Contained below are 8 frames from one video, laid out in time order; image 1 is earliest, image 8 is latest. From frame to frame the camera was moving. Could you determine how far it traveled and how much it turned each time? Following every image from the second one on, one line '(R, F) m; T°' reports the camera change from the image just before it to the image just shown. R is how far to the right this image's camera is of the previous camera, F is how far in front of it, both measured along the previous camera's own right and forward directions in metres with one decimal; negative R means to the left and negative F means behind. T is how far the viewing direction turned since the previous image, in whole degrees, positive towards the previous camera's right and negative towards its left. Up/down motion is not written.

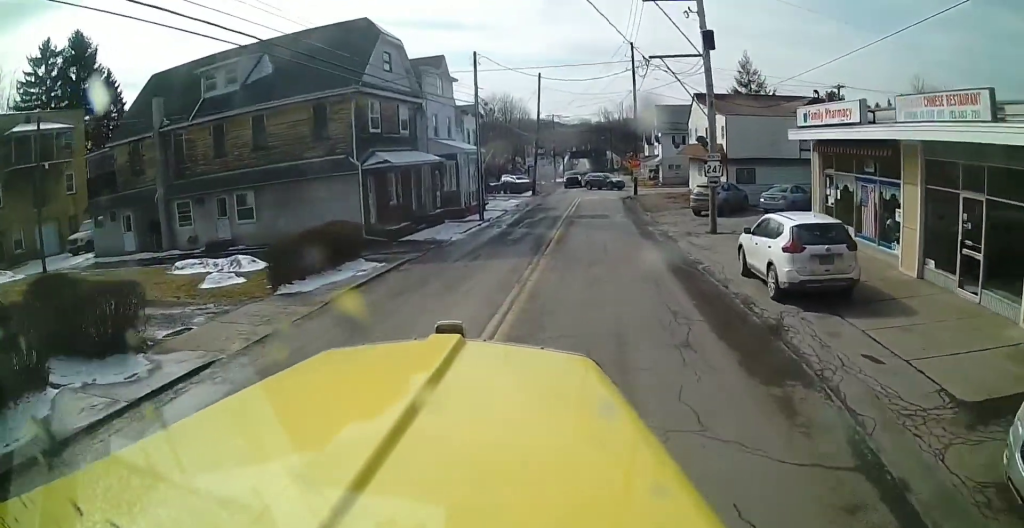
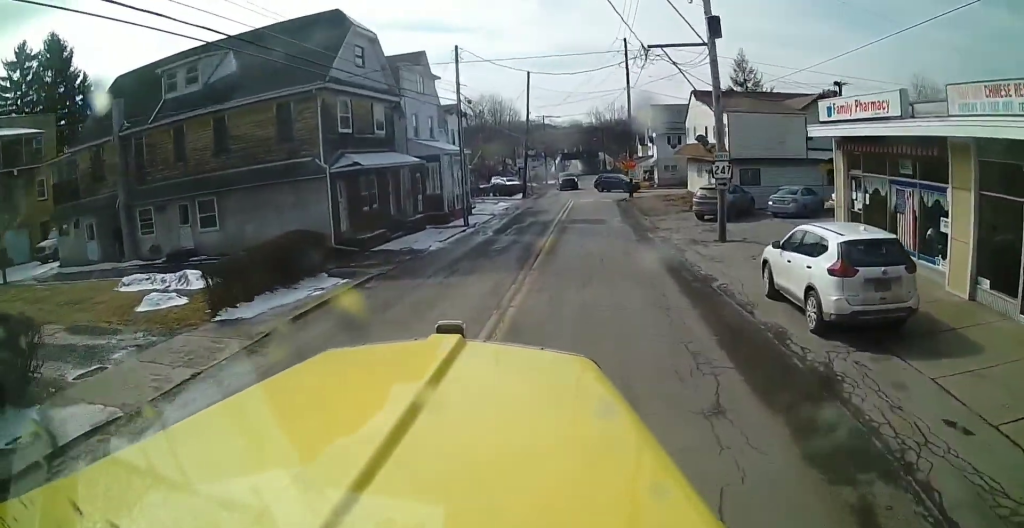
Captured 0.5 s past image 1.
(0.0, +2.5) m; 0°
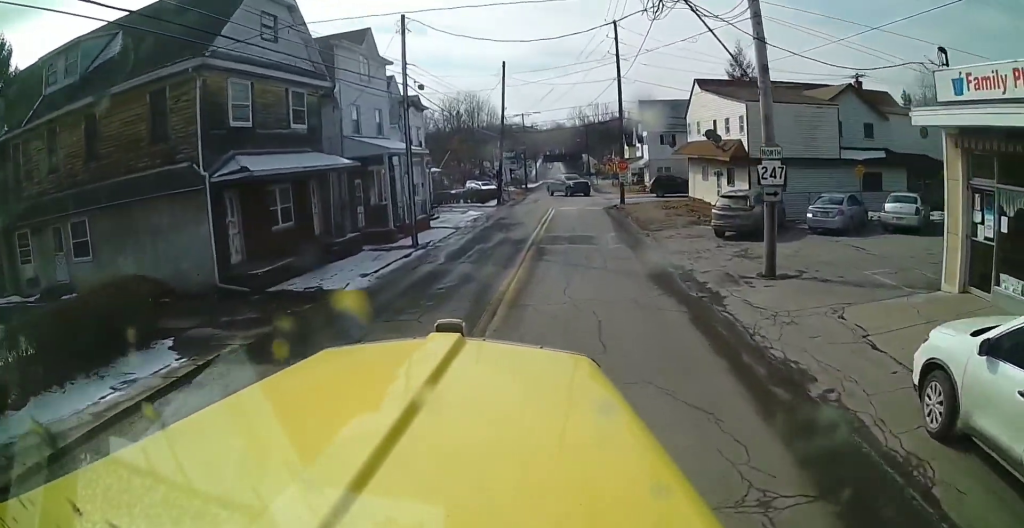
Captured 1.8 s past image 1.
(0.0, +6.7) m; 0°
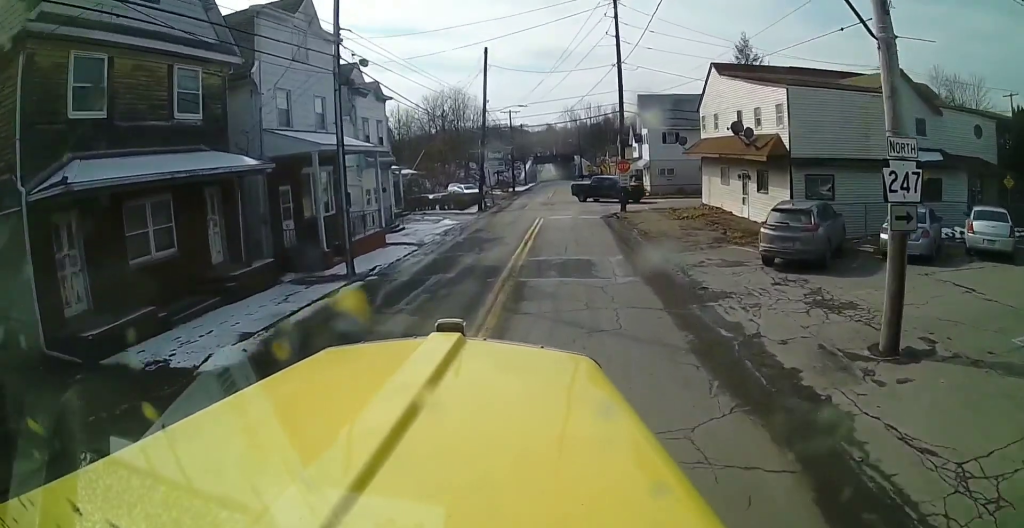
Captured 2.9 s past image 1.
(0.0, +5.9) m; 0°
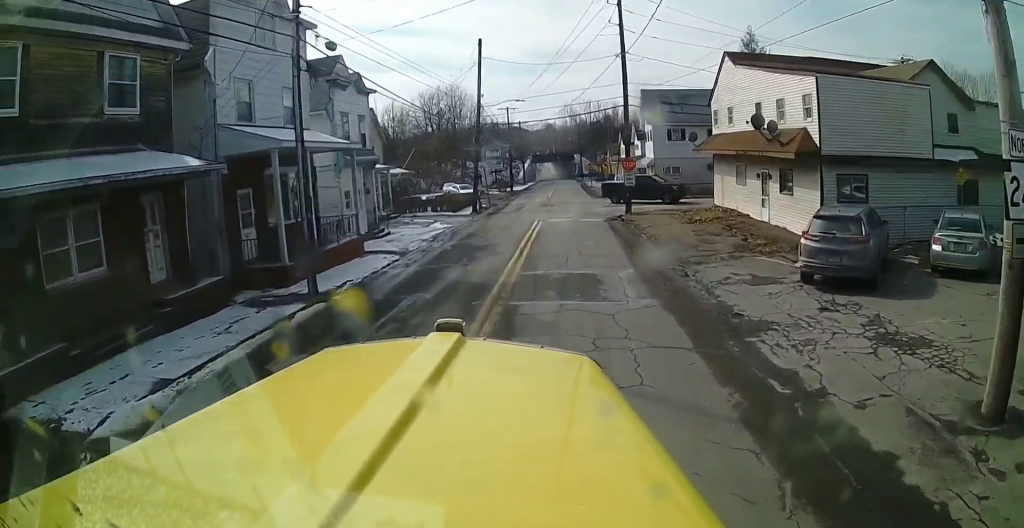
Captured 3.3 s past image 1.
(0.0, +2.6) m; 0°
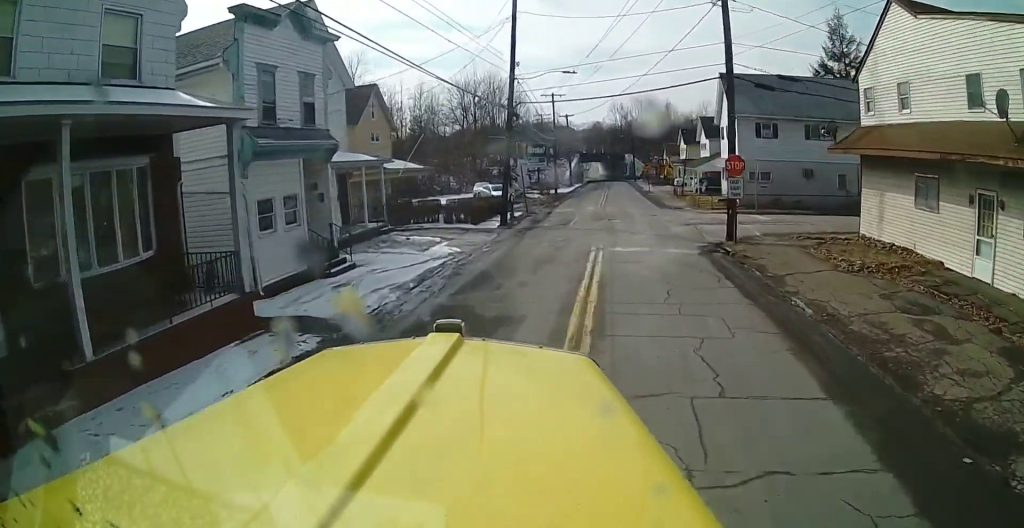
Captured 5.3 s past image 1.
(0.0, +11.8) m; 0°
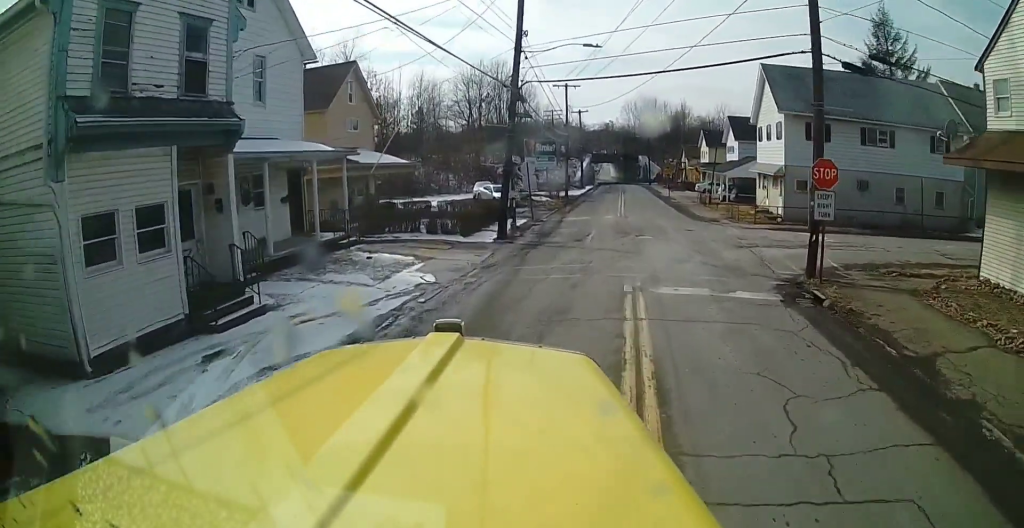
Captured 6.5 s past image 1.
(0.0, +7.0) m; 0°
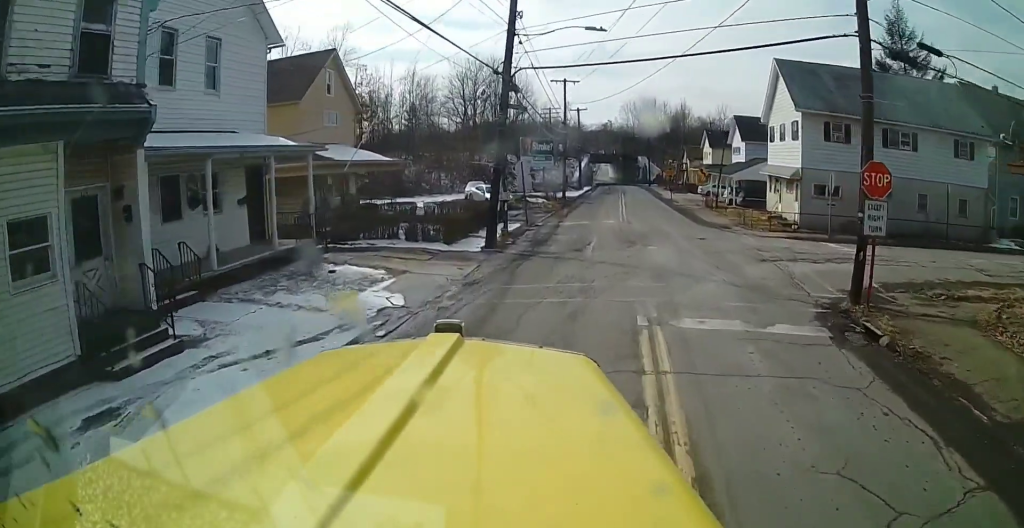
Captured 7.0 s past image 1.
(0.0, +3.0) m; 0°
